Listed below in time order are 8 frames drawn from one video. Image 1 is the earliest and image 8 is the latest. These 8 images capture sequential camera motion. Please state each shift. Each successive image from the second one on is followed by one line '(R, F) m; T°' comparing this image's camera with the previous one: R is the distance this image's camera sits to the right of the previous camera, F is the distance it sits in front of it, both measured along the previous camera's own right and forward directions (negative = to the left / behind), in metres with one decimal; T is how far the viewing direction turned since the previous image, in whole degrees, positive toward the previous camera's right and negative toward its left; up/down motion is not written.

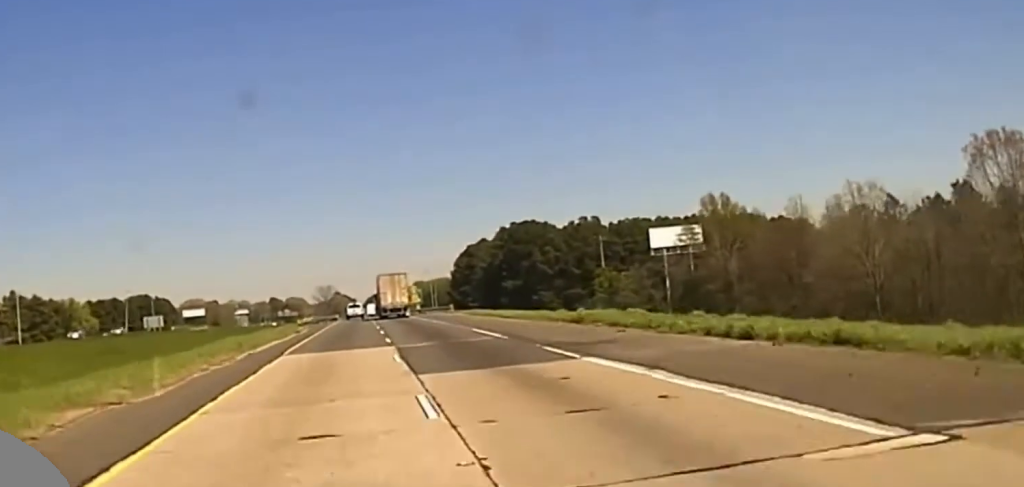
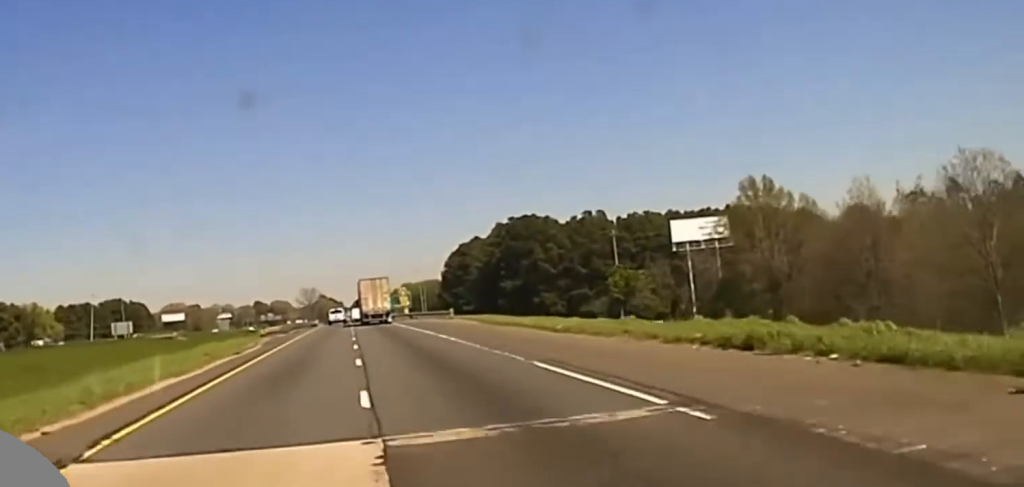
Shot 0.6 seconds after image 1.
(+0.1, +22.3) m; 0°
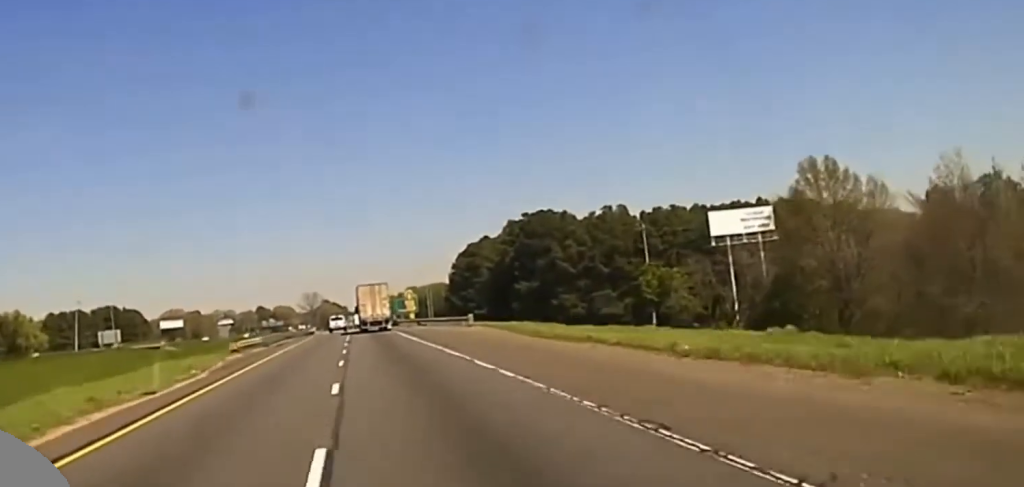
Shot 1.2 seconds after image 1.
(+0.1, +19.5) m; 0°
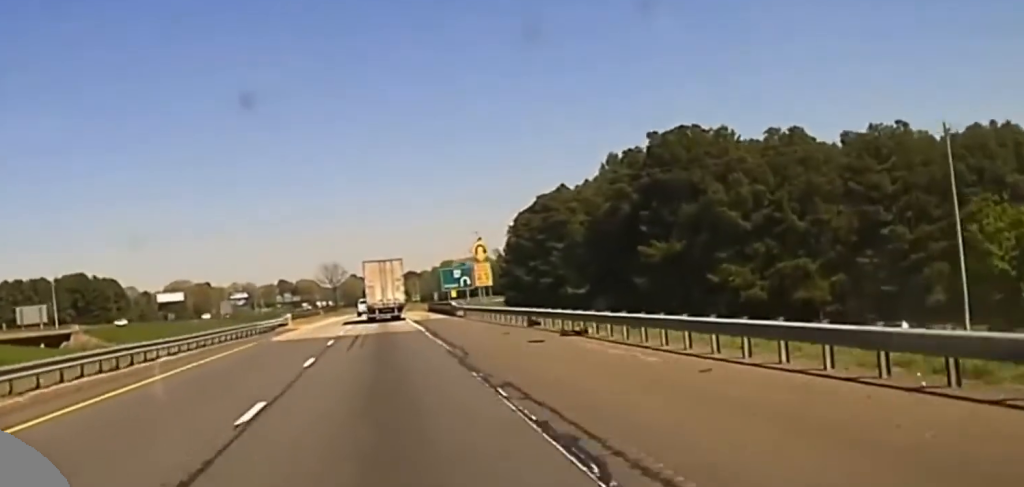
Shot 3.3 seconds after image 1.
(-0.7, +79.9) m; -2°
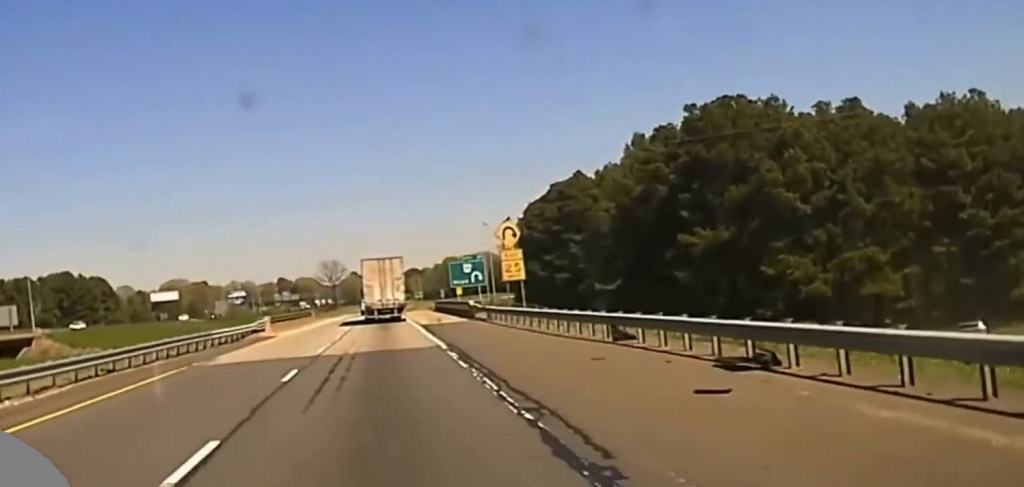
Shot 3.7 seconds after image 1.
(-0.1, +18.0) m; 0°
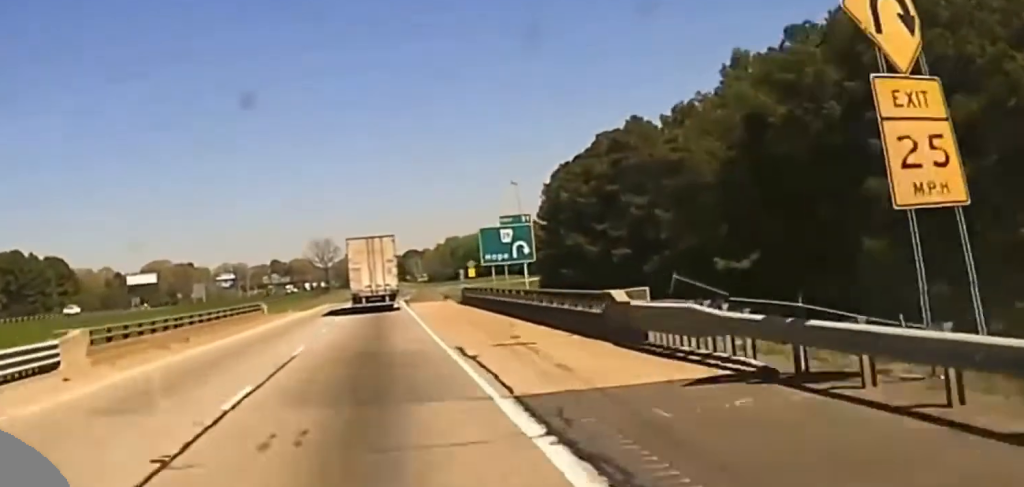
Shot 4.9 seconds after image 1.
(-0.3, +42.8) m; 0°
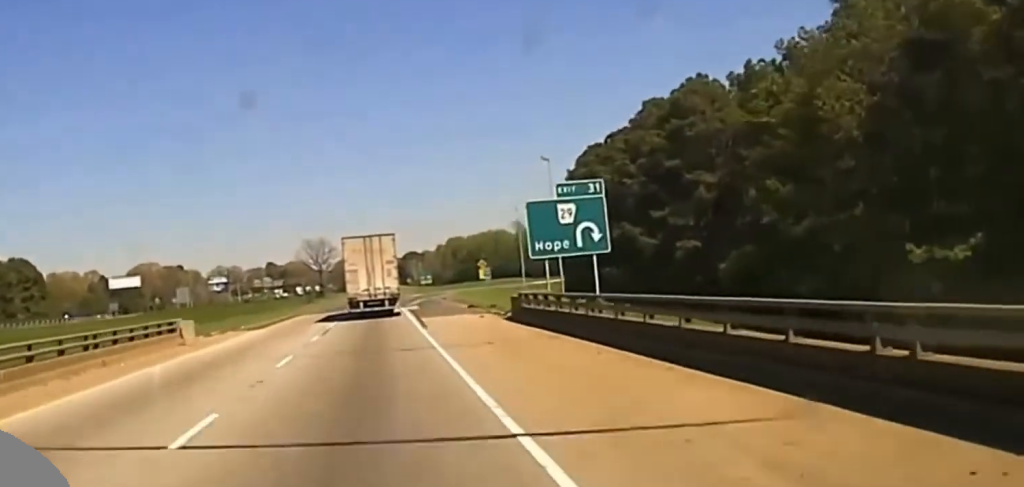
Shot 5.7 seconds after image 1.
(-0.1, +28.7) m; 0°
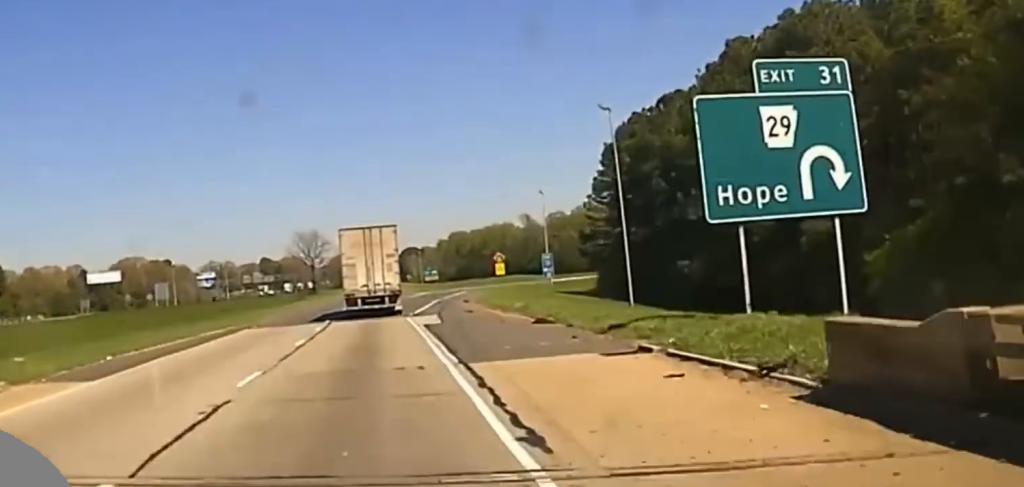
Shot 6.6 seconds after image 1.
(+0.3, +31.5) m; +1°
